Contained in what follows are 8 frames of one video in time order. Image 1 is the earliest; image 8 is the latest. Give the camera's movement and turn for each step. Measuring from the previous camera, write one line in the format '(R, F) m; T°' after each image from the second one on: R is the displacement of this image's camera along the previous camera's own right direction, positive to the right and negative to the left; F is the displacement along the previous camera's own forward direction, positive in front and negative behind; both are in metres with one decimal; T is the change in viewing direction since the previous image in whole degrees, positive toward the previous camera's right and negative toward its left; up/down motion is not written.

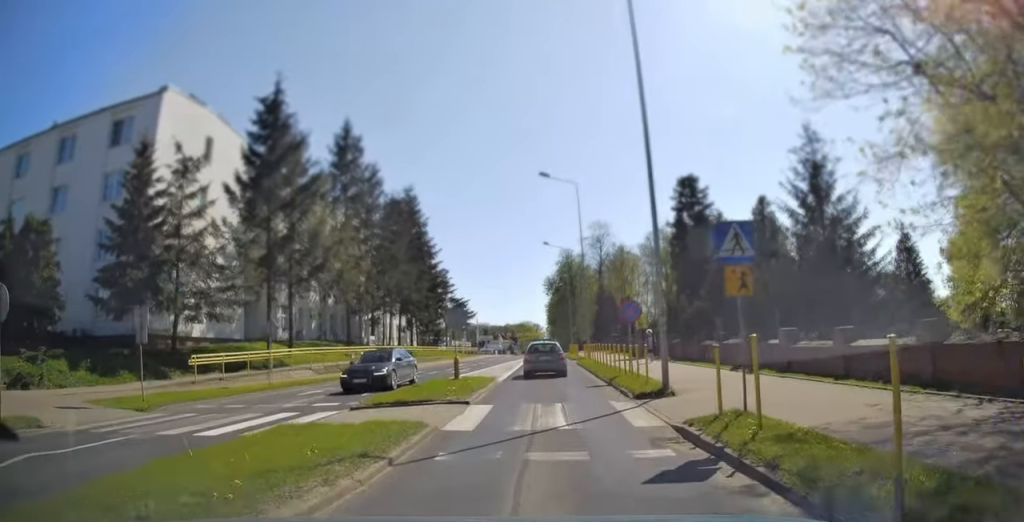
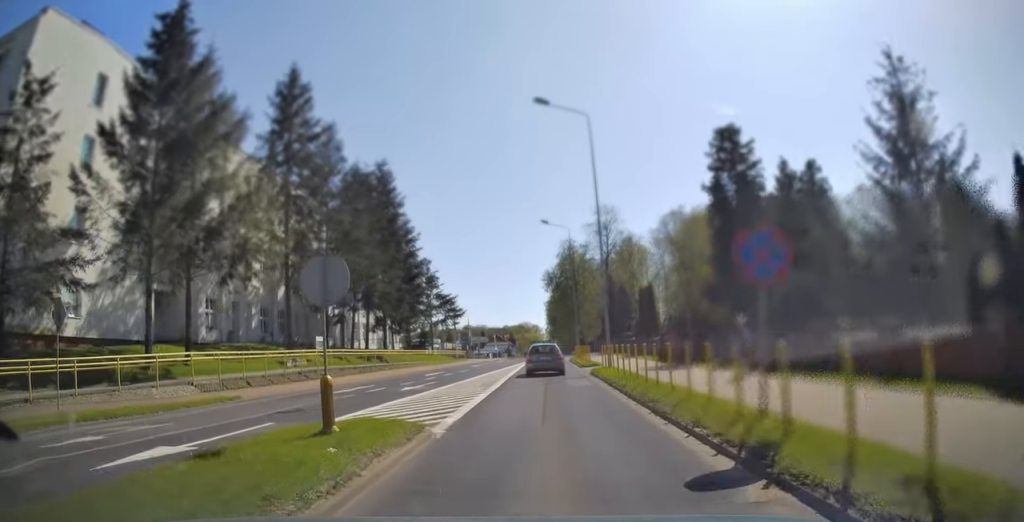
(0.0, +13.0) m; 0°
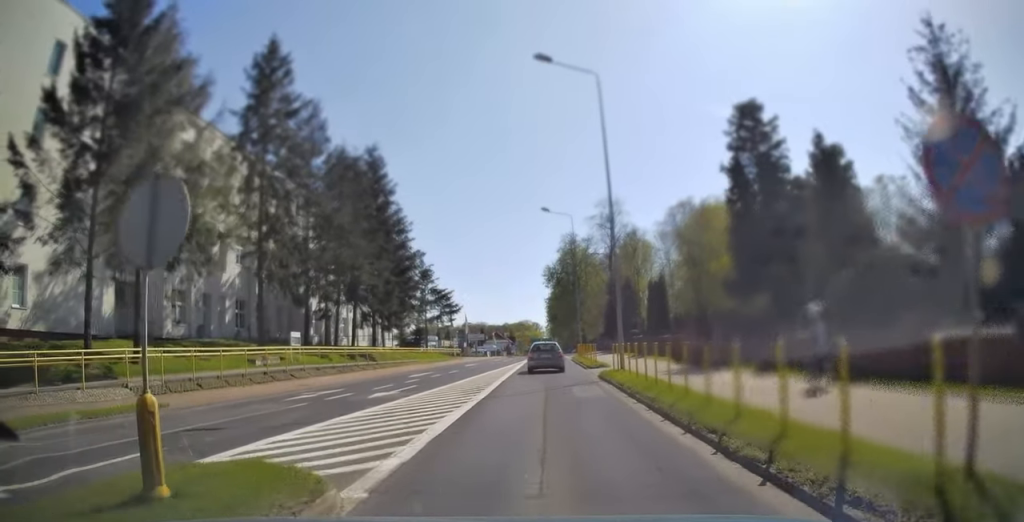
(0.0, +4.4) m; 0°
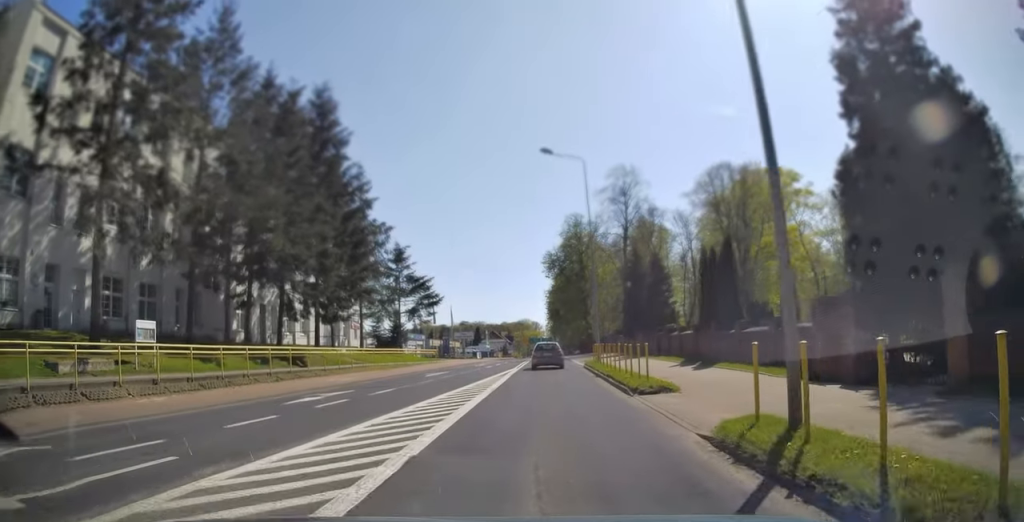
(+0.1, +15.9) m; +1°
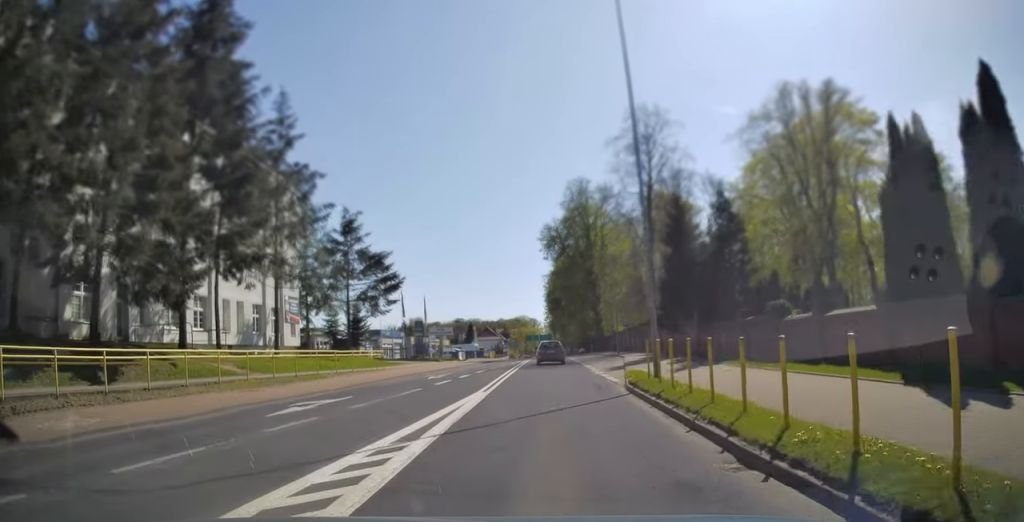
(0.0, +18.1) m; 0°
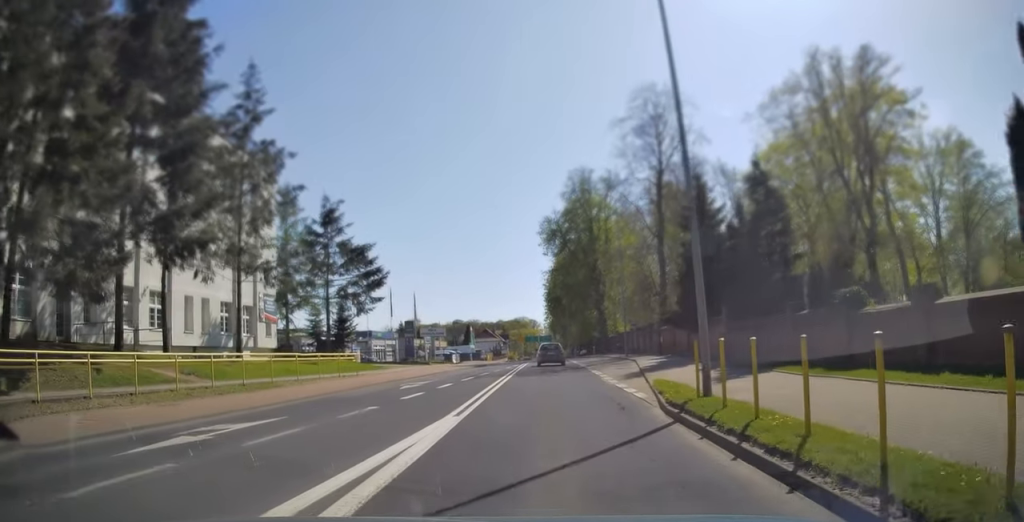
(0.0, +5.0) m; 0°
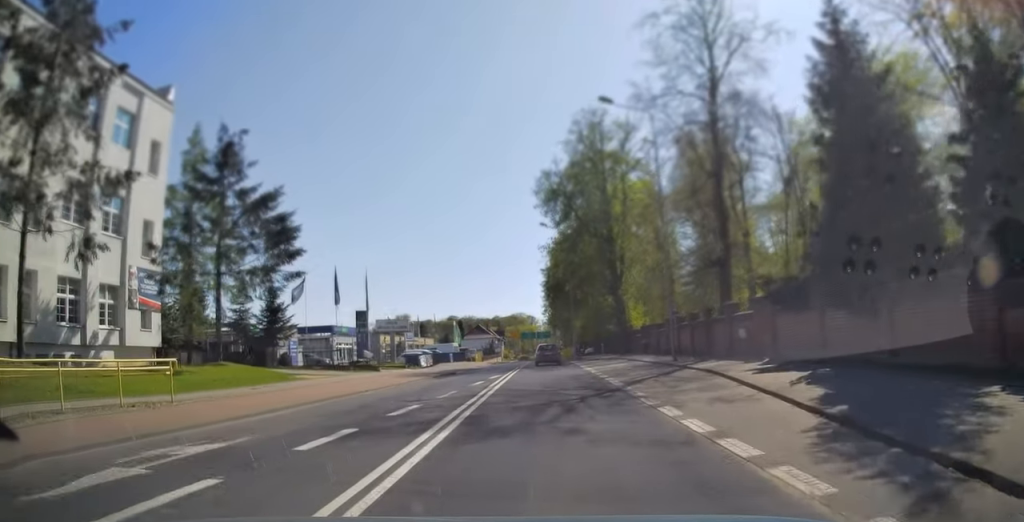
(0.0, +16.6) m; 0°
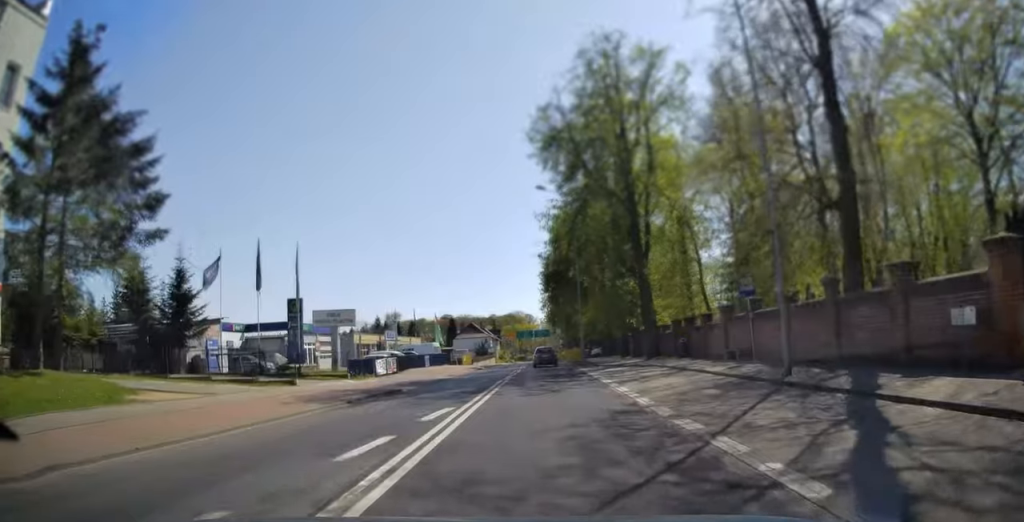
(+0.1, +13.3) m; +1°
